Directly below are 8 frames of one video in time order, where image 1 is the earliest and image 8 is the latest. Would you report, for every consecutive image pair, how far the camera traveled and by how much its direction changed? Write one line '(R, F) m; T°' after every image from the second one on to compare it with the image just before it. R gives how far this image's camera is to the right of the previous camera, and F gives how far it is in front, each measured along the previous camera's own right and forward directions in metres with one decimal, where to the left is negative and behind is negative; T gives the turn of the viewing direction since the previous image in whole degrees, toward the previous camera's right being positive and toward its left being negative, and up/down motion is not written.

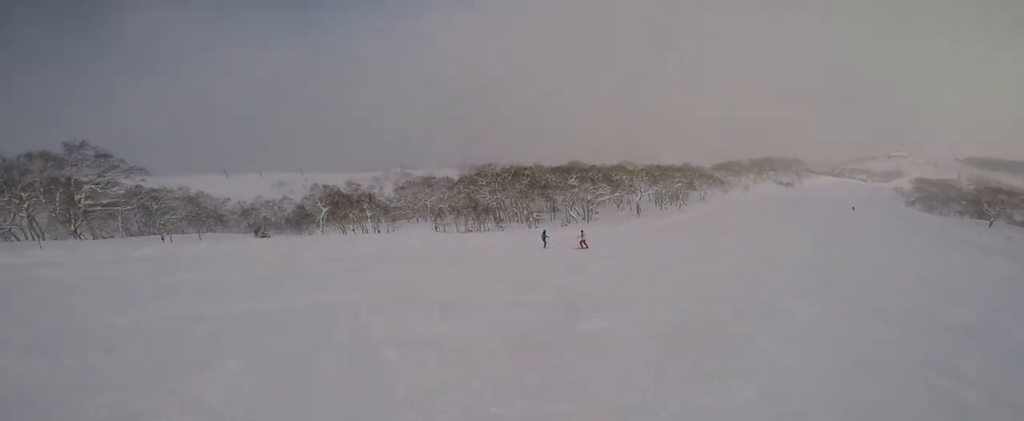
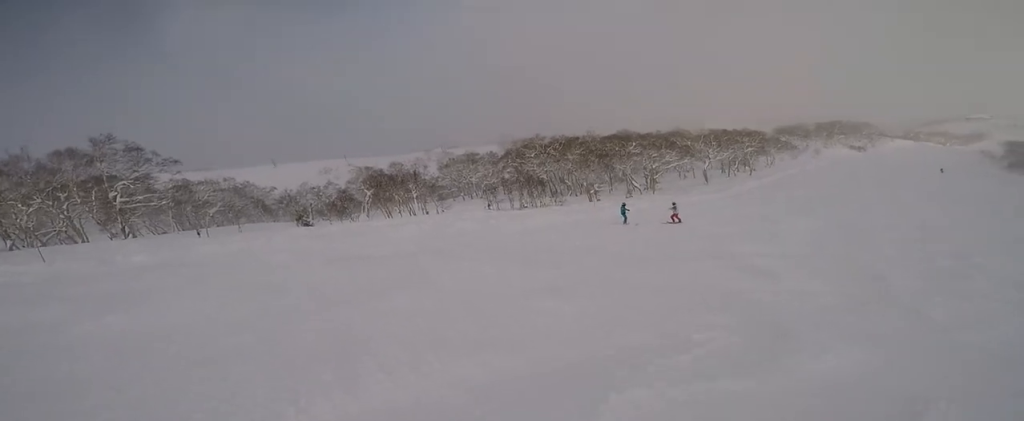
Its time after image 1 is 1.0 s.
(-0.1, +4.9) m; +7°
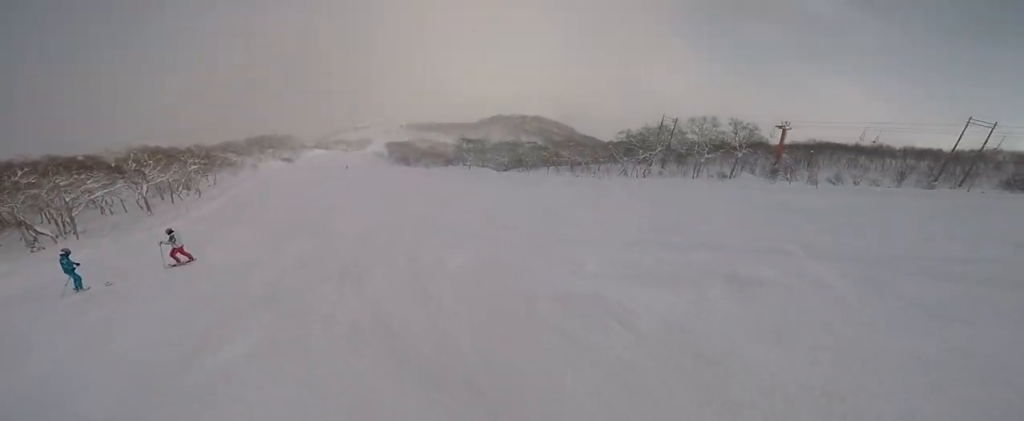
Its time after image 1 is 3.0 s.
(+3.4, +8.6) m; +52°
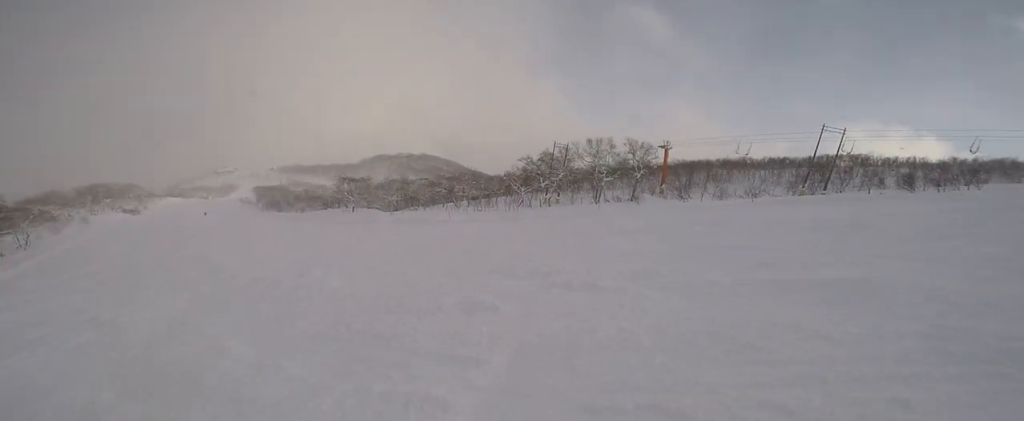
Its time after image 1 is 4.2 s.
(+1.7, +4.8) m; +34°
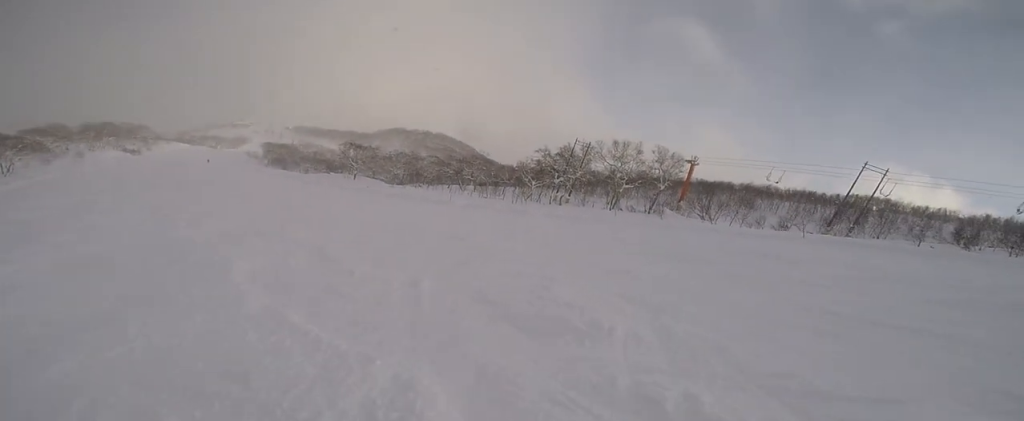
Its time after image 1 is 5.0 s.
(+0.6, +3.5) m; +13°
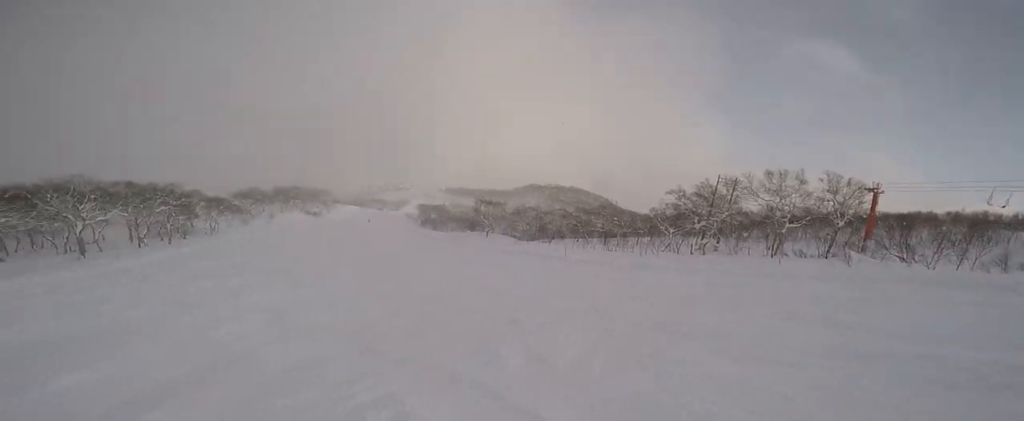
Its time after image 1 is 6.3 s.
(+0.4, +5.9) m; -19°
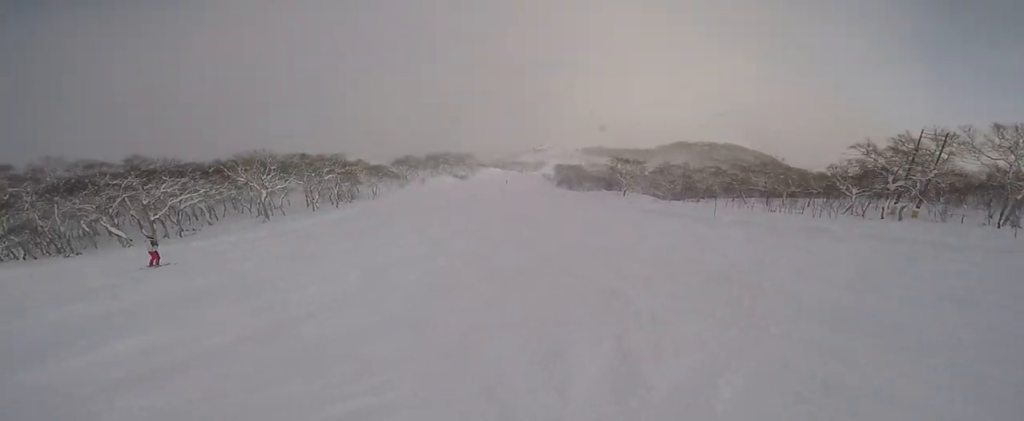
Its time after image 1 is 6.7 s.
(+0.1, +1.8) m; -17°
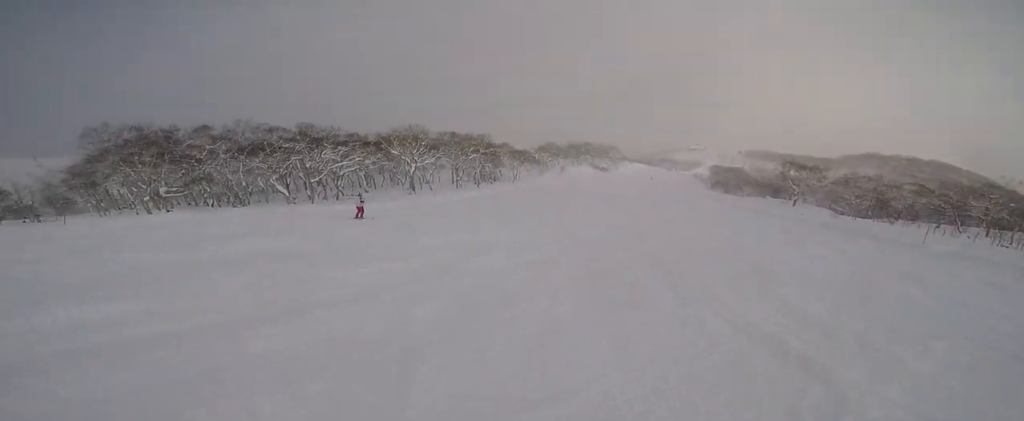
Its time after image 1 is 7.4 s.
(-1.2, +2.9) m; -32°
